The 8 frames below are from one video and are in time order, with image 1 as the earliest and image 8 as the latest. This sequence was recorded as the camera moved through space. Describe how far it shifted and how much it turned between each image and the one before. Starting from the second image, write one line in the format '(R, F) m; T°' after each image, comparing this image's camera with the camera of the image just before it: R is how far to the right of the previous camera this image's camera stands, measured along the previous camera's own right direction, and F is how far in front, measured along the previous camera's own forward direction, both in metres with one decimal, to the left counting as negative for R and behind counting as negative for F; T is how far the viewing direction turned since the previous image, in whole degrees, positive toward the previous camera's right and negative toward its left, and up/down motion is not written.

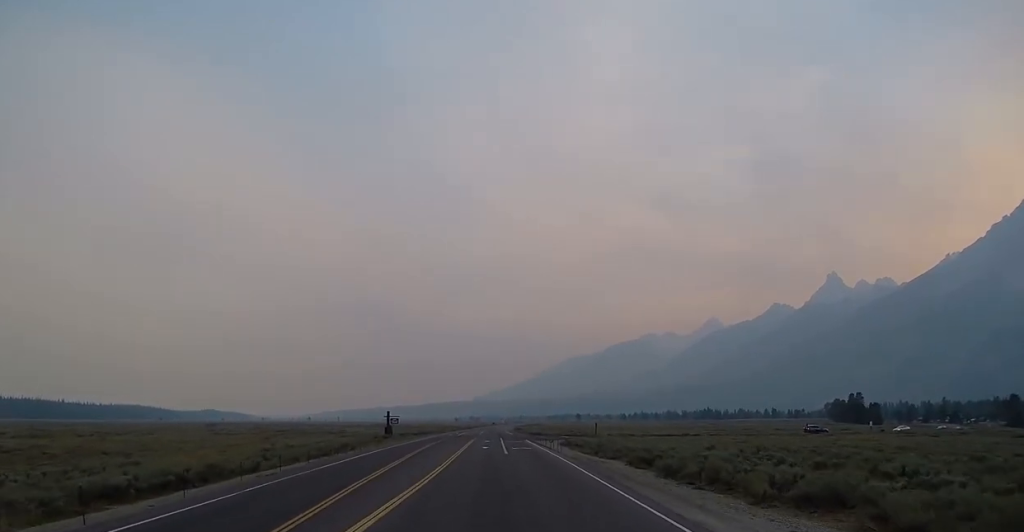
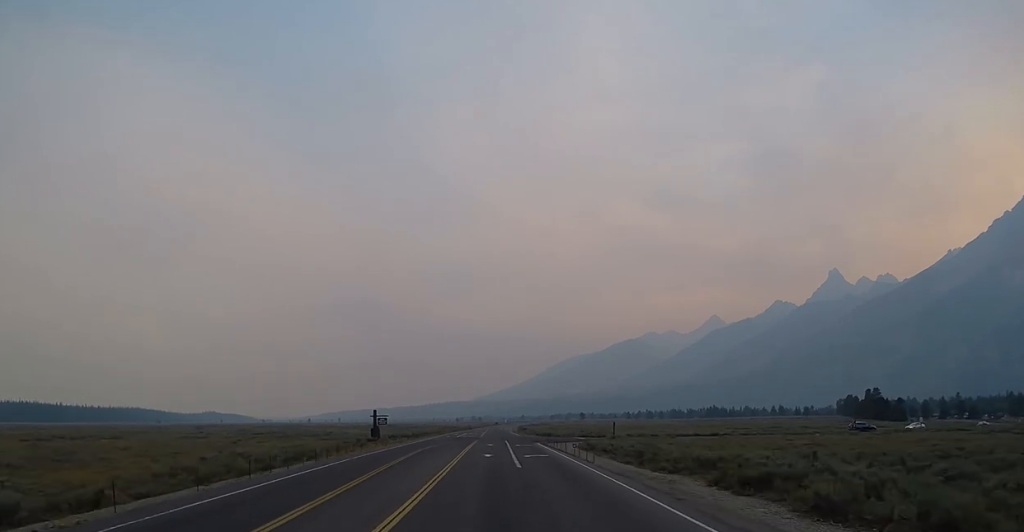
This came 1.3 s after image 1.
(-0.2, +15.6) m; +1°
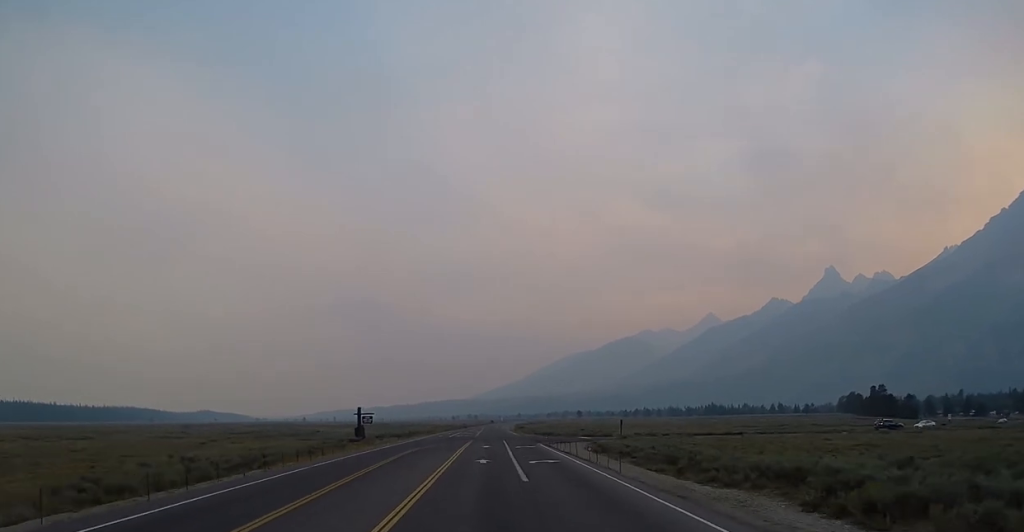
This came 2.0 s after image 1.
(+0.2, +9.4) m; +1°
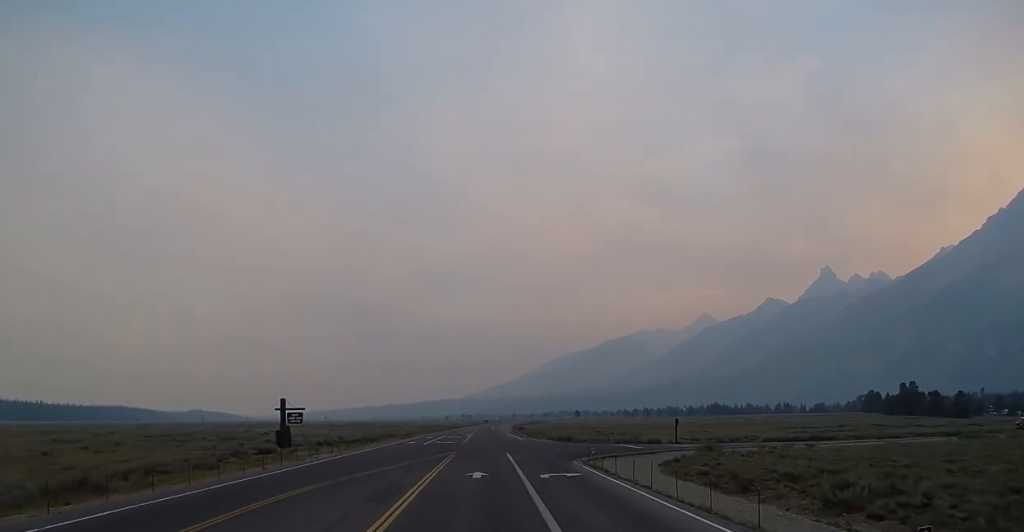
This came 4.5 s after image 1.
(-0.1, +31.8) m; 0°
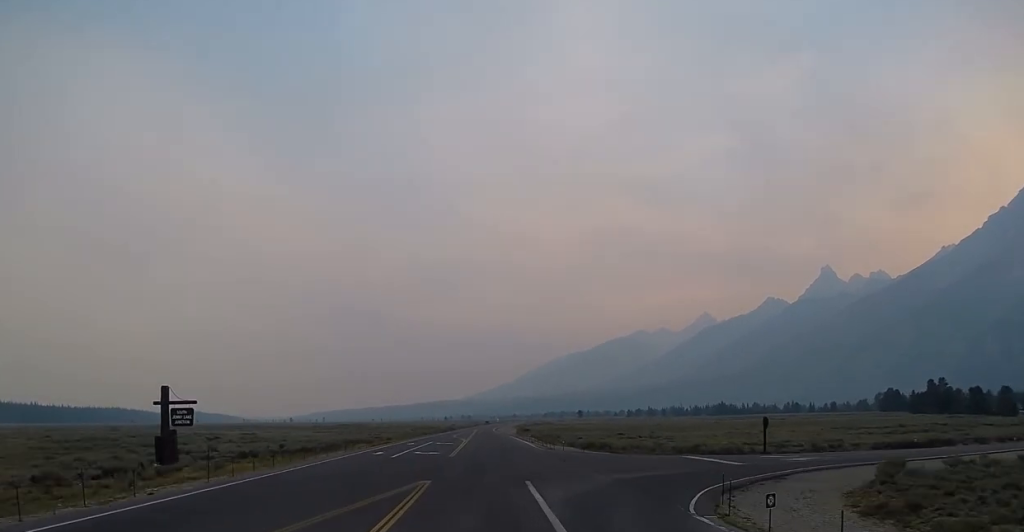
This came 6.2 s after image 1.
(+0.3, +22.3) m; +2°
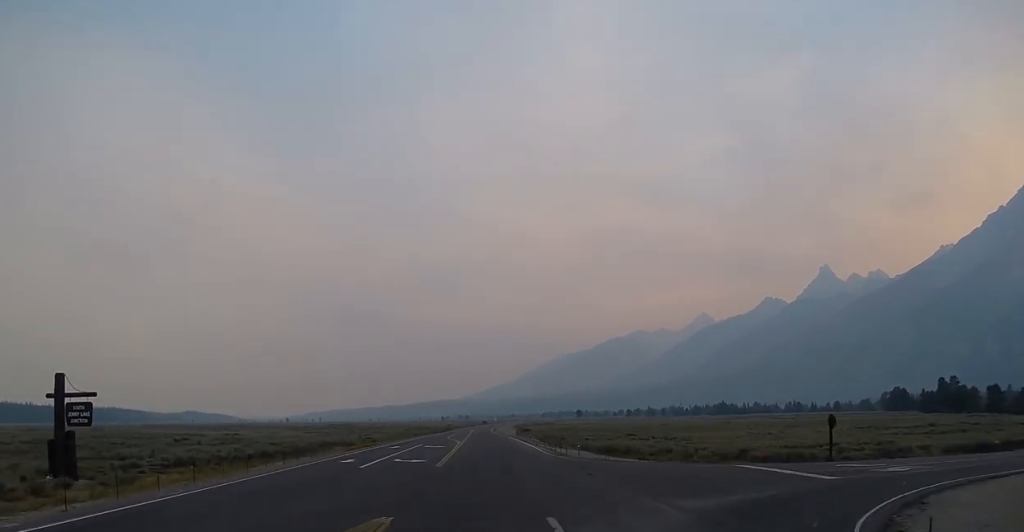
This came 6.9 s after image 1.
(+0.1, +10.5) m; 0°
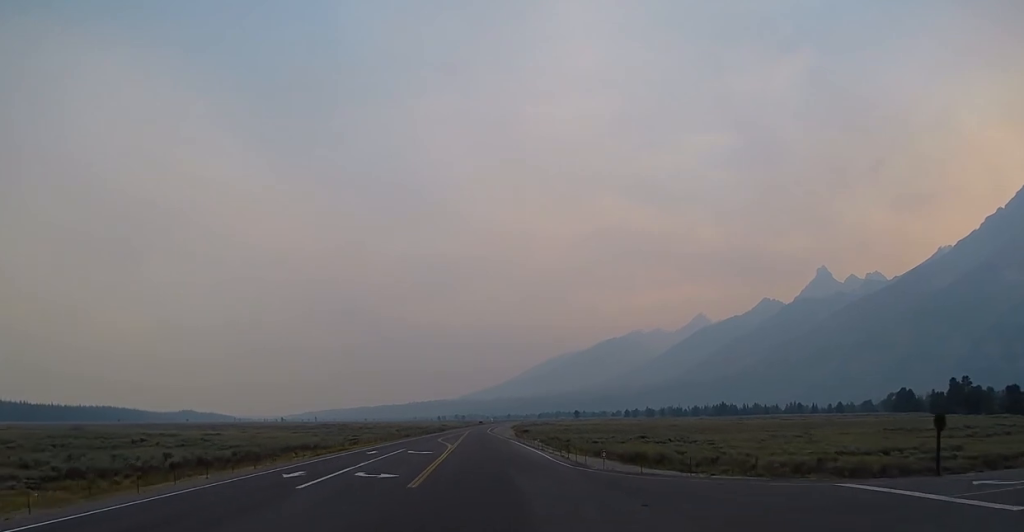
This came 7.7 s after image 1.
(-0.1, +10.7) m; 0°
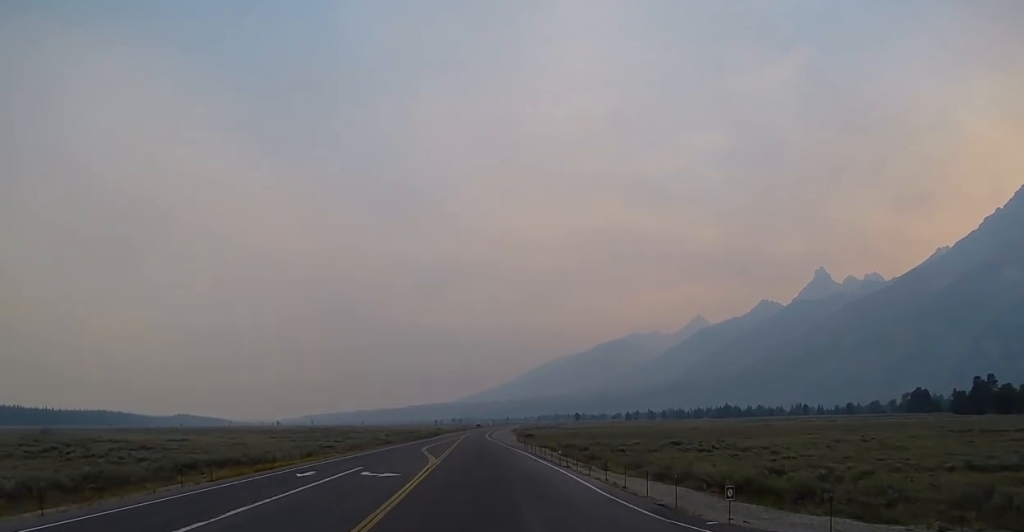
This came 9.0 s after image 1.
(-0.1, +17.1) m; 0°
